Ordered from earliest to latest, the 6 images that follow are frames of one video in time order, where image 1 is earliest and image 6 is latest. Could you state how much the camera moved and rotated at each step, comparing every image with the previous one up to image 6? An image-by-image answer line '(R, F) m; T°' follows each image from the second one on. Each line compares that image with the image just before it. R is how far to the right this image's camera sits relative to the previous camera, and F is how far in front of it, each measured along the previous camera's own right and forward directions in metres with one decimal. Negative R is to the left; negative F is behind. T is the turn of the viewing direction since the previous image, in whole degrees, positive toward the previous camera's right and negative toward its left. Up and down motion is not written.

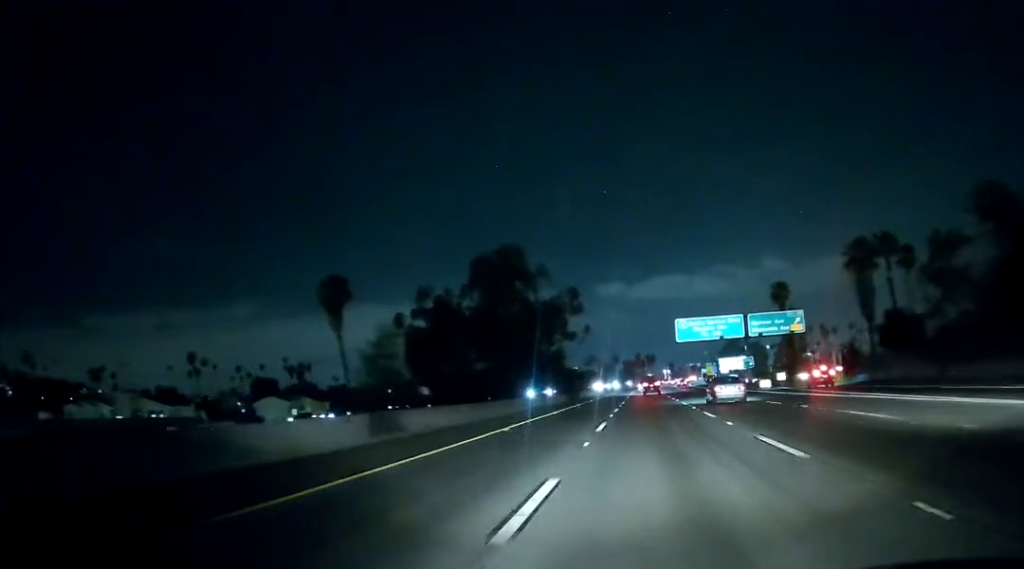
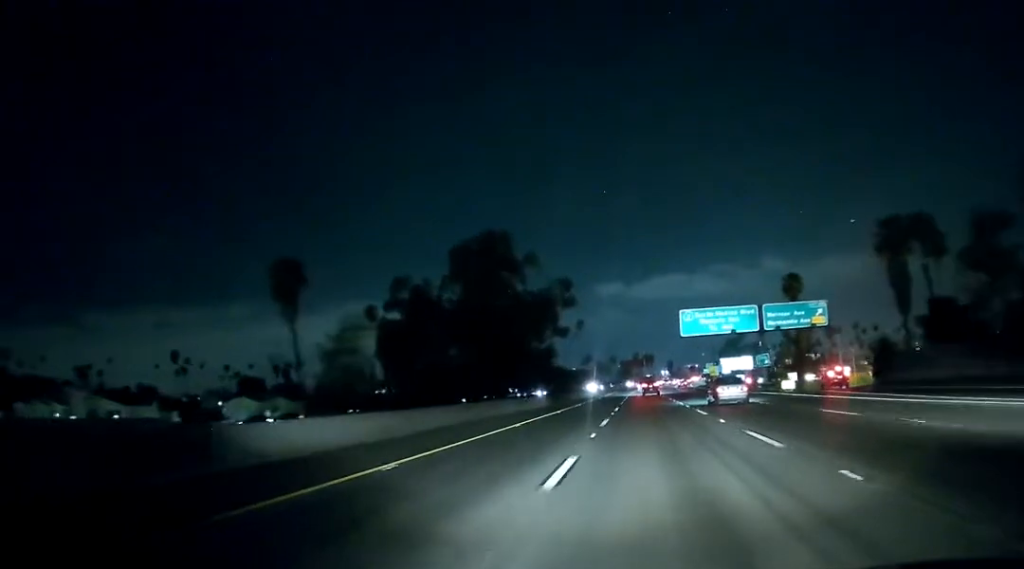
(+0.2, +11.6) m; +1°
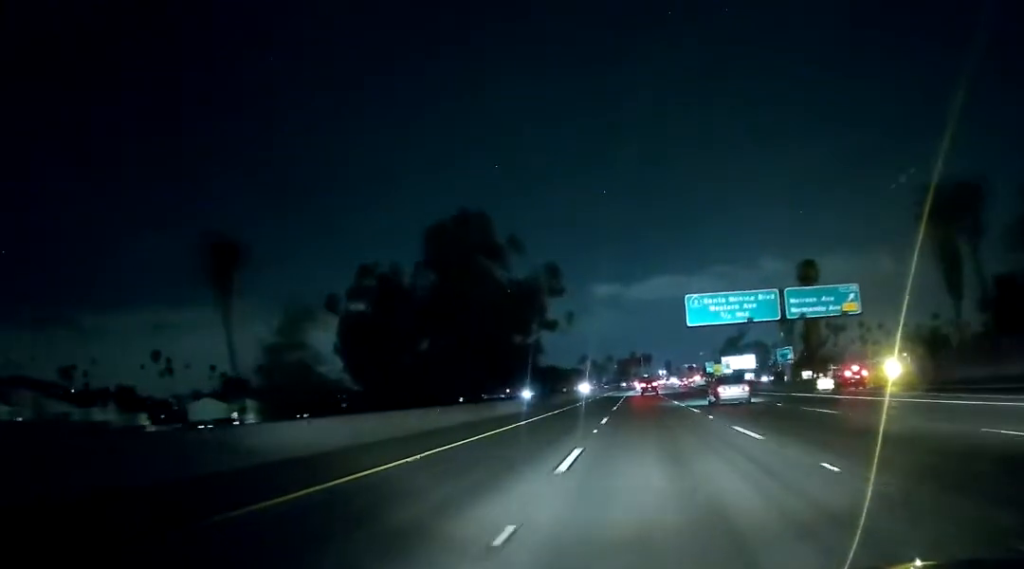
(0.0, +13.2) m; +1°
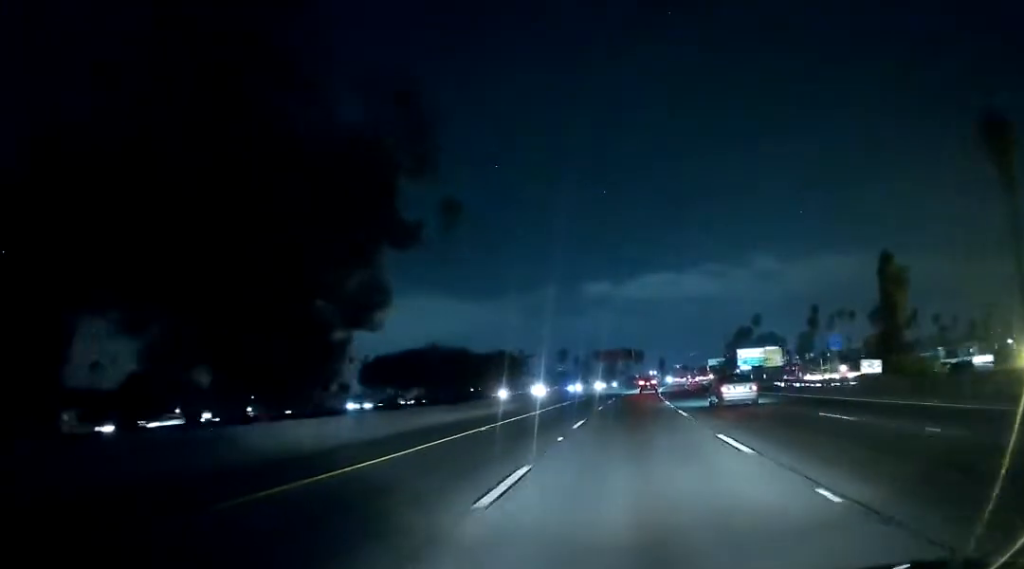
(-0.4, +61.5) m; -1°
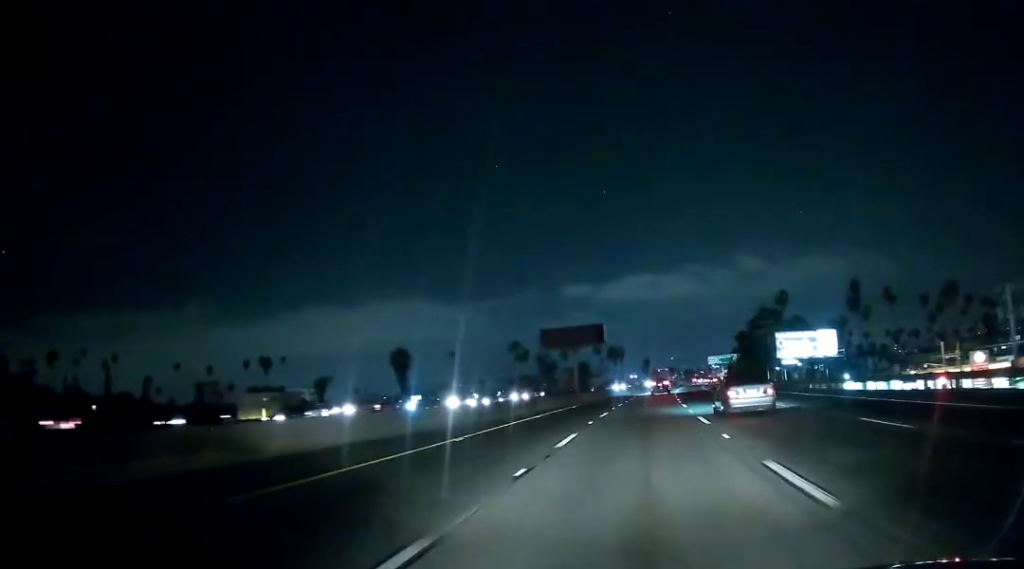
(+1.9, +77.3) m; +3°
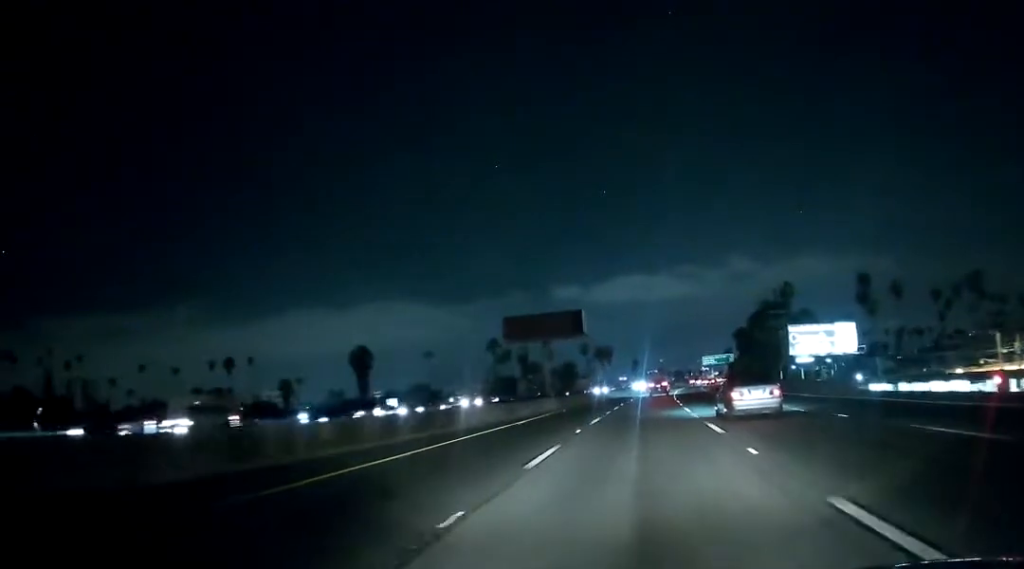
(0.0, +18.1) m; 0°
